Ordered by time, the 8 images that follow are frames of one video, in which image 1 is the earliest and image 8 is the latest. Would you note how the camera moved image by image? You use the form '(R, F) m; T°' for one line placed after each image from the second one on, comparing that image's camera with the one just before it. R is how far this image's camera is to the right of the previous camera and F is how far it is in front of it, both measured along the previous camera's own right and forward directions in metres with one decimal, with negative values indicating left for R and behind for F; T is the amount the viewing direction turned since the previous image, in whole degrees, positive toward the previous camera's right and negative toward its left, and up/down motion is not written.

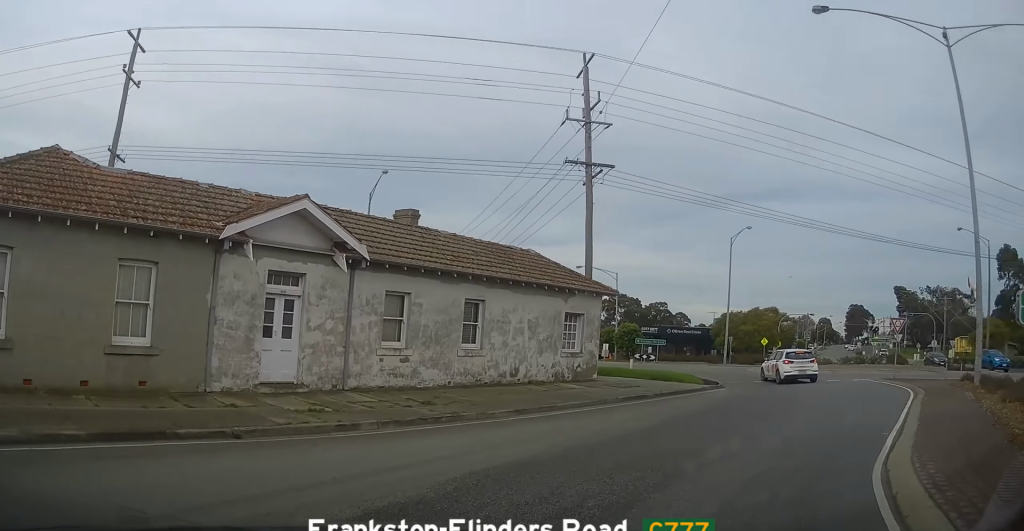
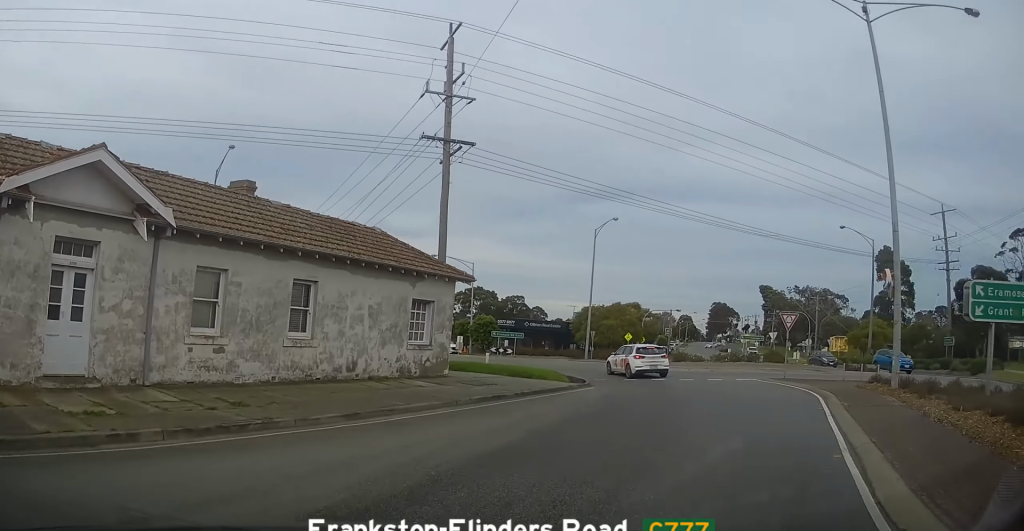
(+0.1, +2.5) m; +11°
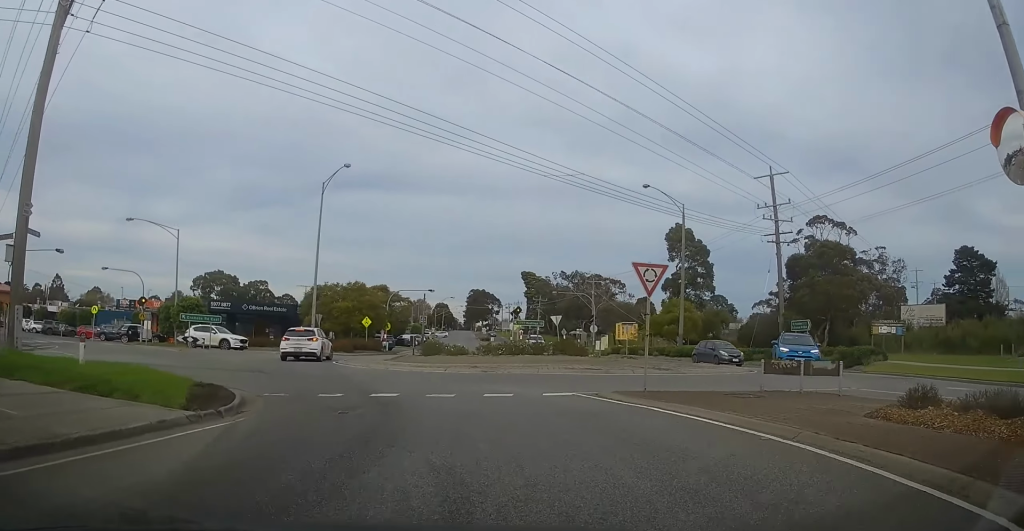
(+3.7, +12.3) m; +18°
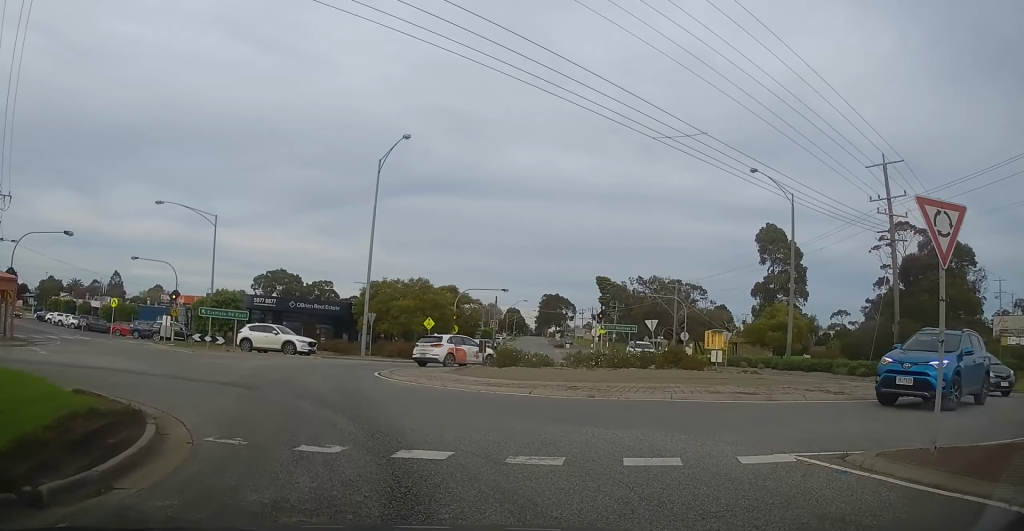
(-0.2, +7.8) m; 0°
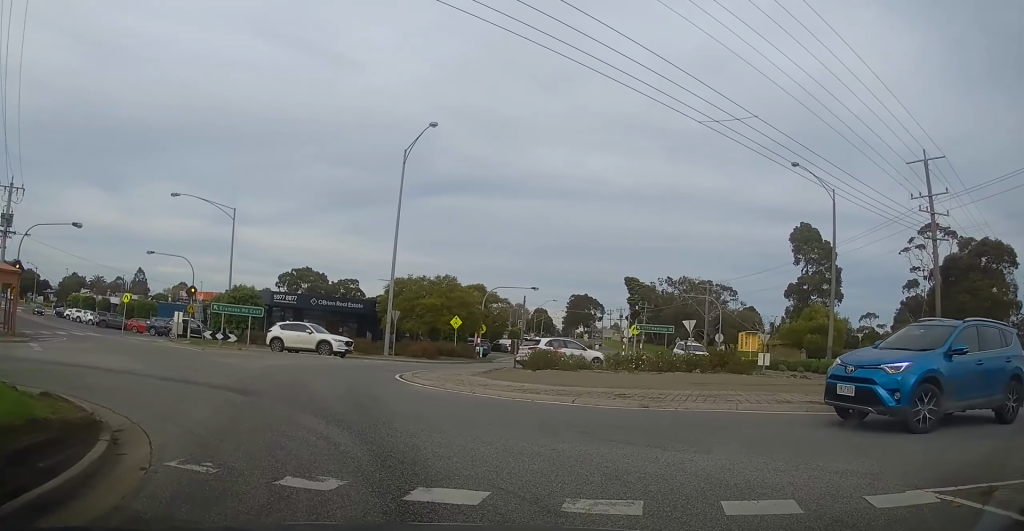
(+0.2, +2.4) m; +1°
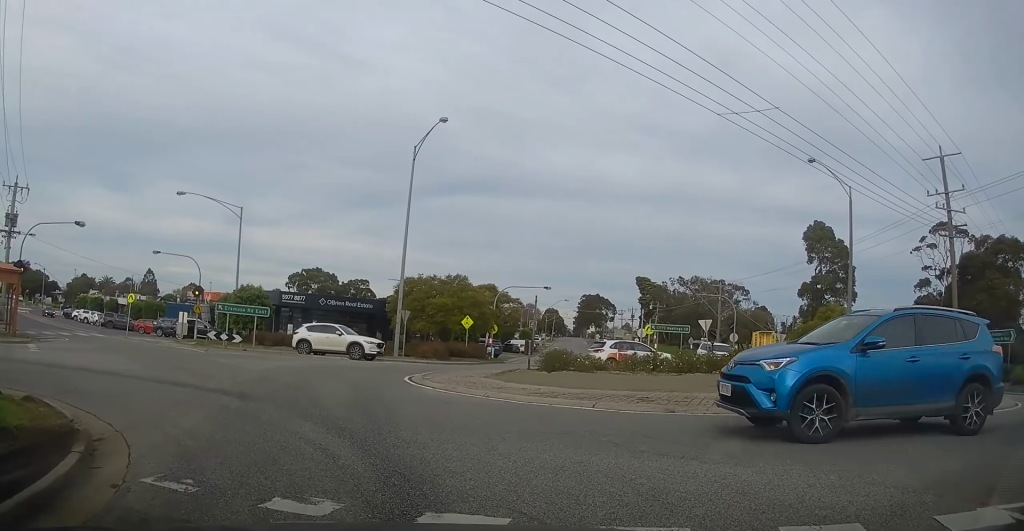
(0.0, +1.1) m; -2°
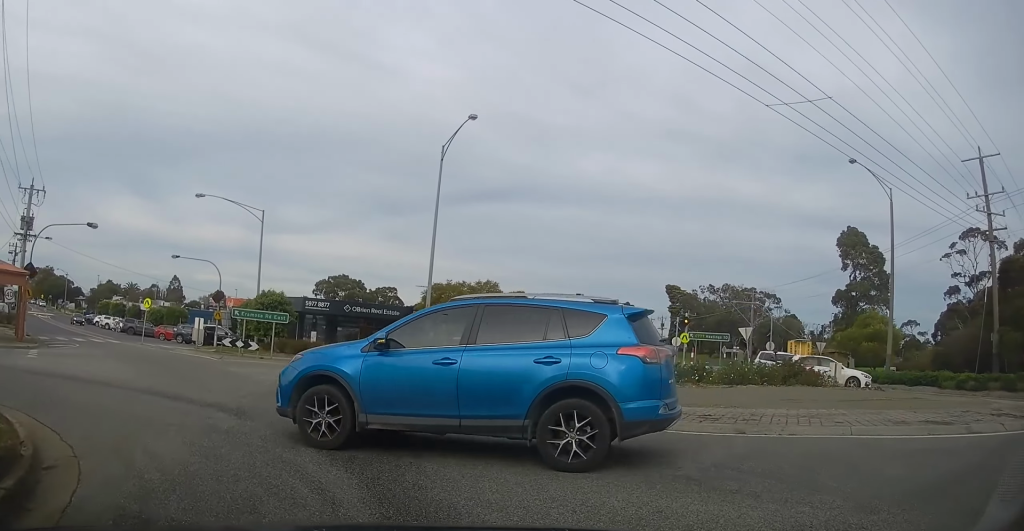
(-0.2, +2.1) m; -6°
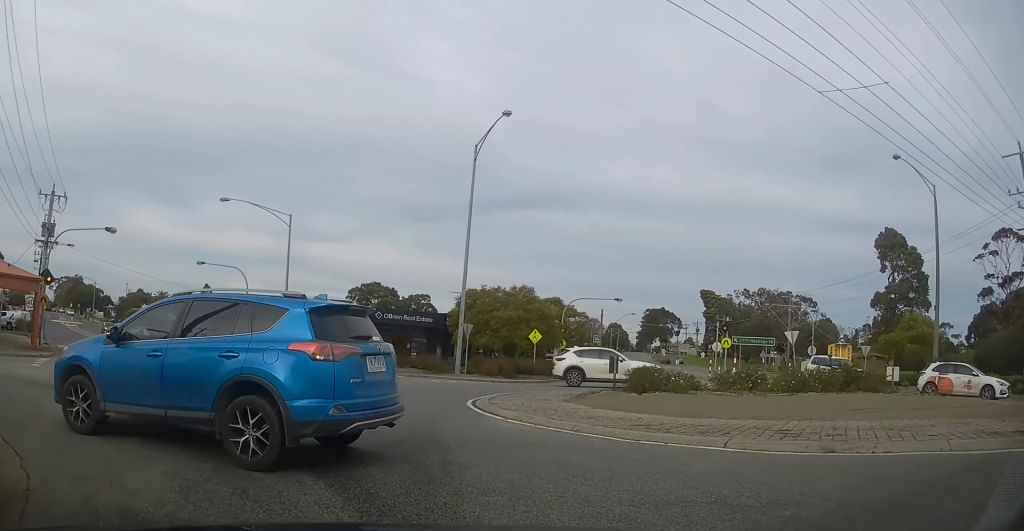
(0.0, +1.3) m; -2°
